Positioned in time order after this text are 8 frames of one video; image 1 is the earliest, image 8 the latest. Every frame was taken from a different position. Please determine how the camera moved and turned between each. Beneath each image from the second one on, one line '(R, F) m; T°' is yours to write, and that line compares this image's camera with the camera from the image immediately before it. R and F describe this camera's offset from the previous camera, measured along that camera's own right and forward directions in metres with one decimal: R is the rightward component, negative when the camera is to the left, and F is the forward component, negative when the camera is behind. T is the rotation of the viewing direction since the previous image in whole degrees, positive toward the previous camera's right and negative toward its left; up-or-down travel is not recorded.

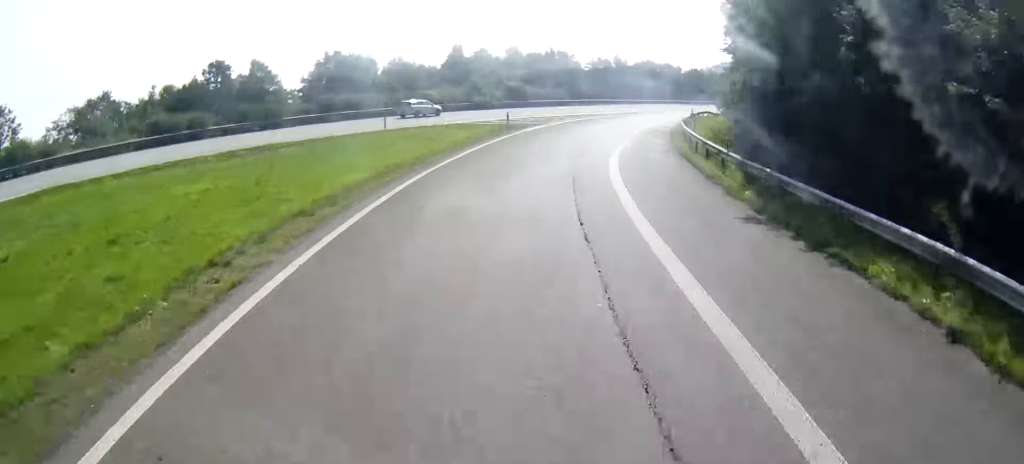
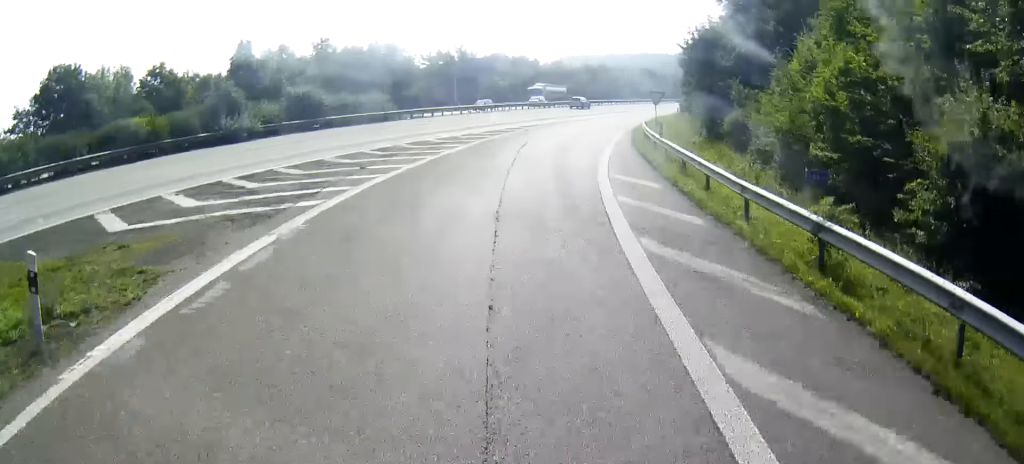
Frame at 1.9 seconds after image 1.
(+4.6, +34.3) m; +8°
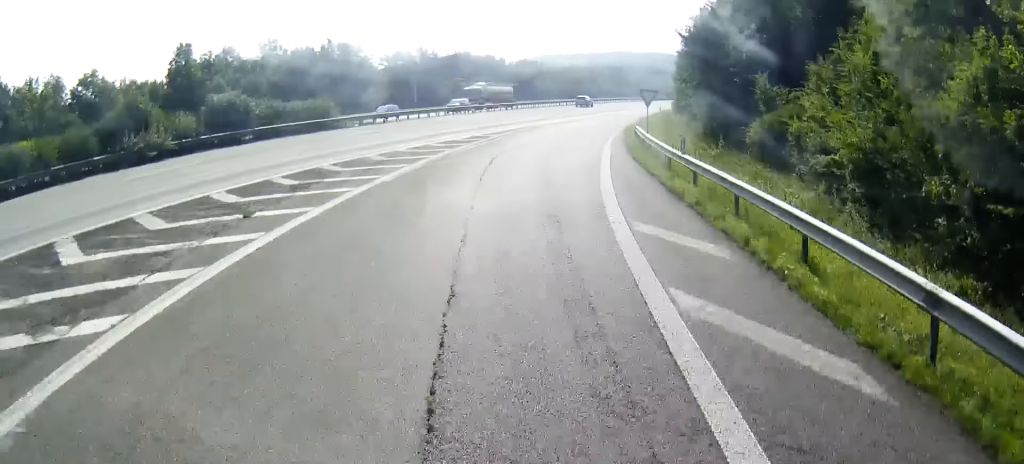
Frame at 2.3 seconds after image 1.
(0.0, +8.3) m; 0°
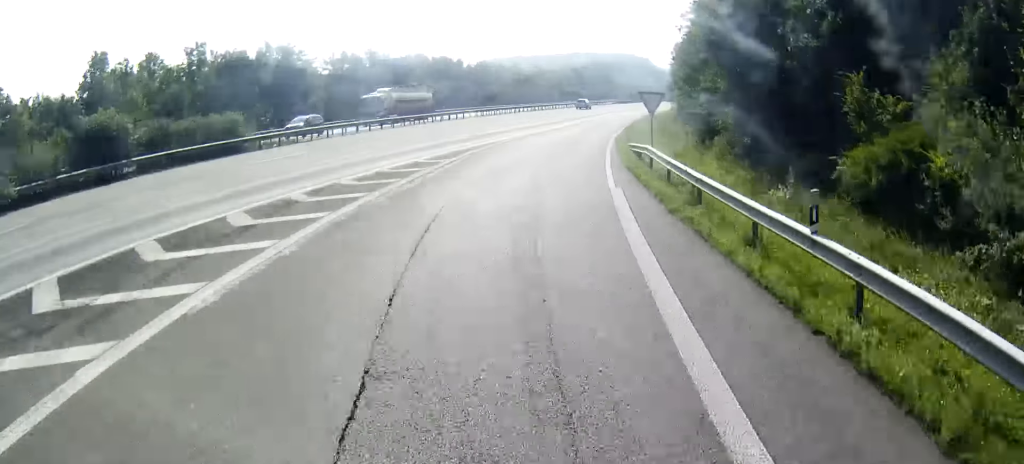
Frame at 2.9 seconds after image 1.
(0.0, +10.6) m; 0°
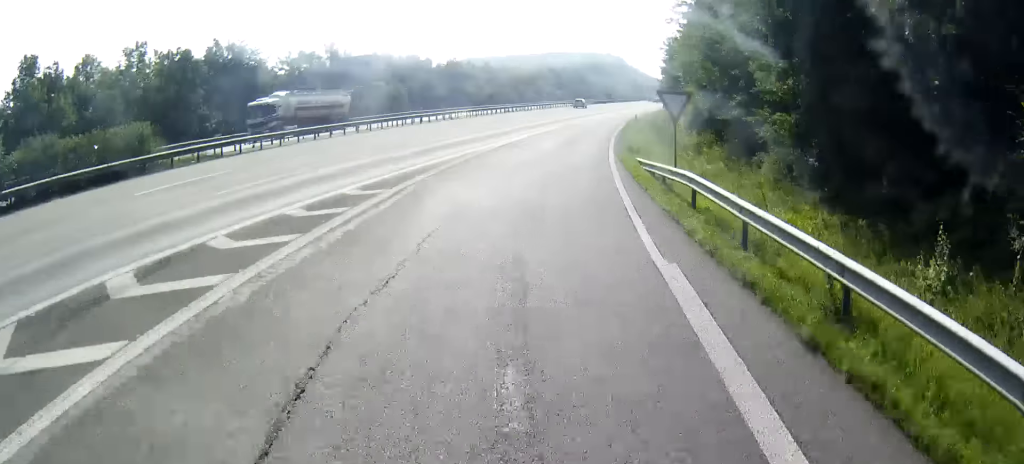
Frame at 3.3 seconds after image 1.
(0.0, +8.3) m; +4°
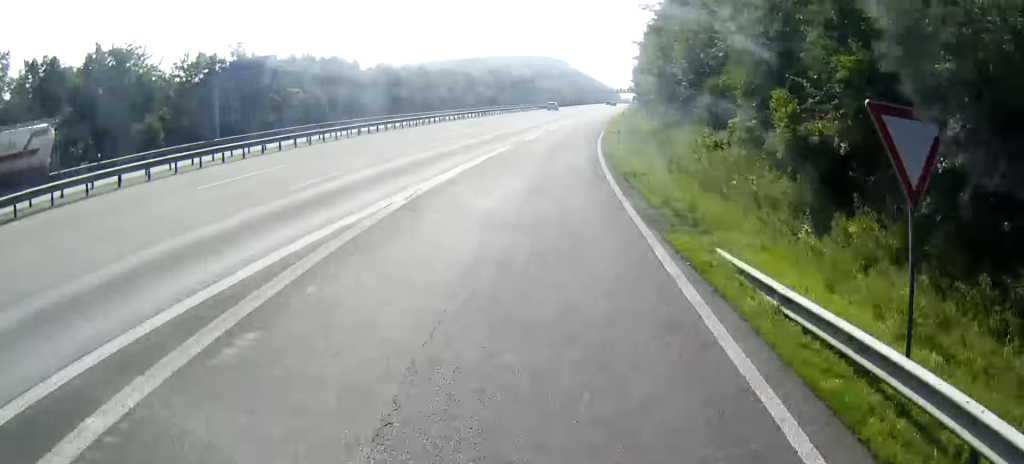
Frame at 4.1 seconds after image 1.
(+0.5, +15.1) m; +7°
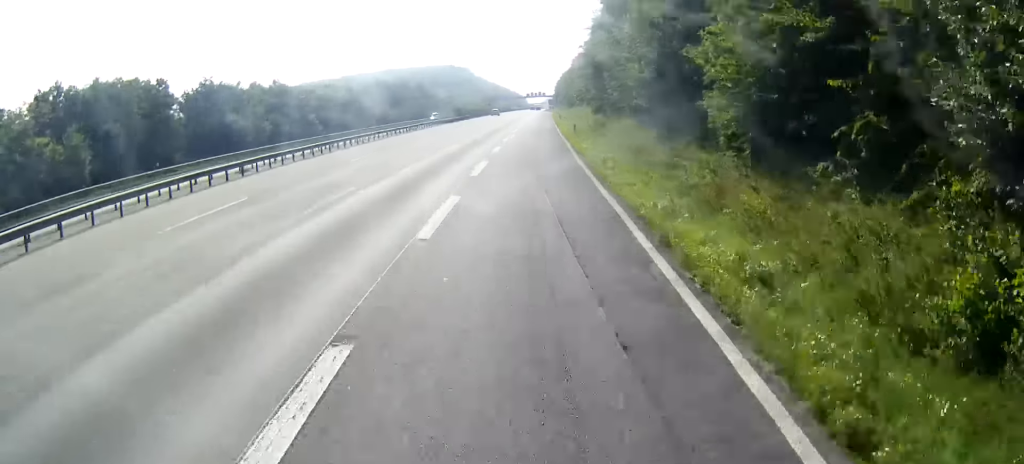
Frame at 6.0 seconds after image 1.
(+4.5, +37.6) m; +10°
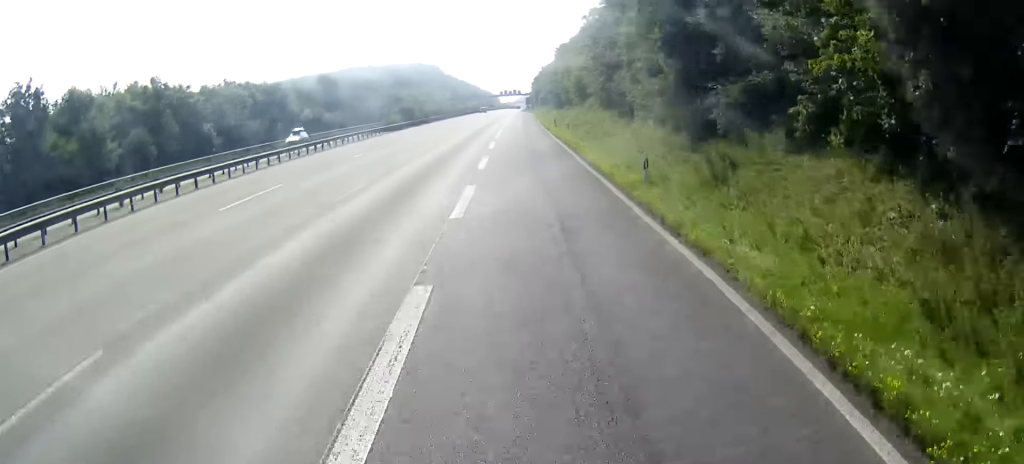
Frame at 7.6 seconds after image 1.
(+1.6, +33.0) m; +4°
